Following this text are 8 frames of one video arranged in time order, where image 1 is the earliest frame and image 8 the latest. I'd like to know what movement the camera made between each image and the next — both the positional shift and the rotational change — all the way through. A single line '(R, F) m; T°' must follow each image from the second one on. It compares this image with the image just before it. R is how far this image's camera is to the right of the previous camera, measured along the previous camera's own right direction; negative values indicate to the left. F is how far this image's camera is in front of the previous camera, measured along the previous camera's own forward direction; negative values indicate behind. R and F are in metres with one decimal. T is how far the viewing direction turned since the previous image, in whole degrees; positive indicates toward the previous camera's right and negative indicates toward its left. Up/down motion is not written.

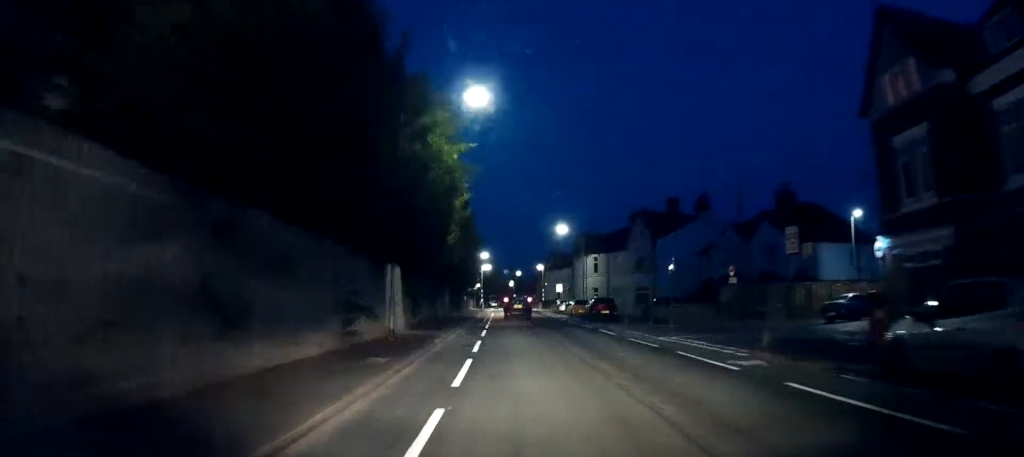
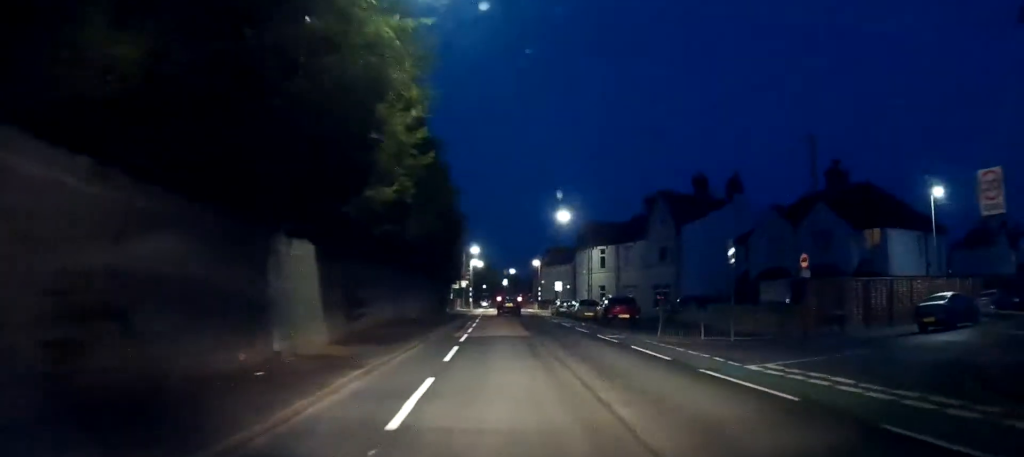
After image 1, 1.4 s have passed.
(-1.1, +9.7) m; -4°
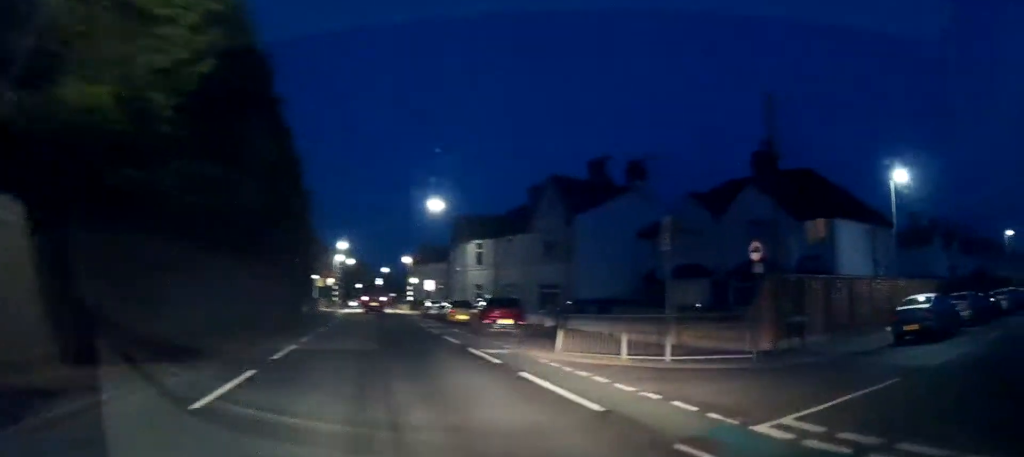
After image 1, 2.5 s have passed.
(+0.7, +6.5) m; +17°
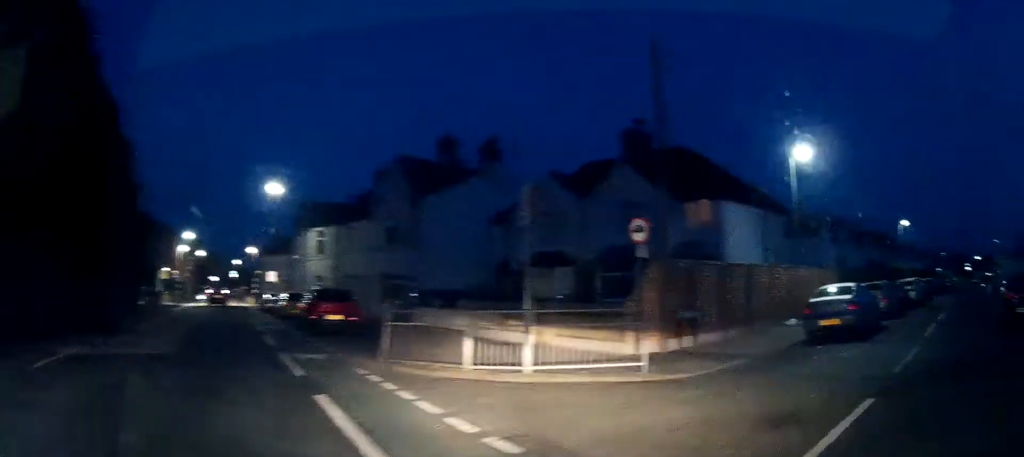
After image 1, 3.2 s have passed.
(+0.4, +3.5) m; +14°
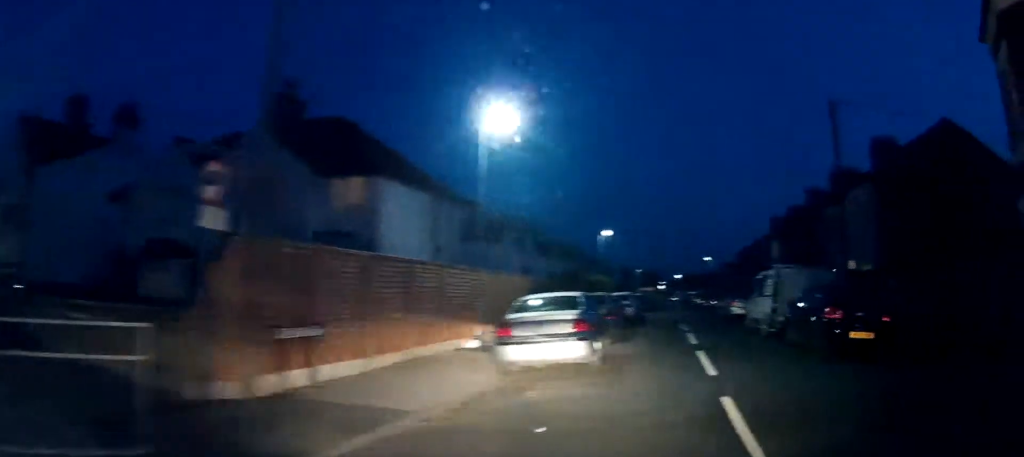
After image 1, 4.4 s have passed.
(+1.4, +5.7) m; +27°
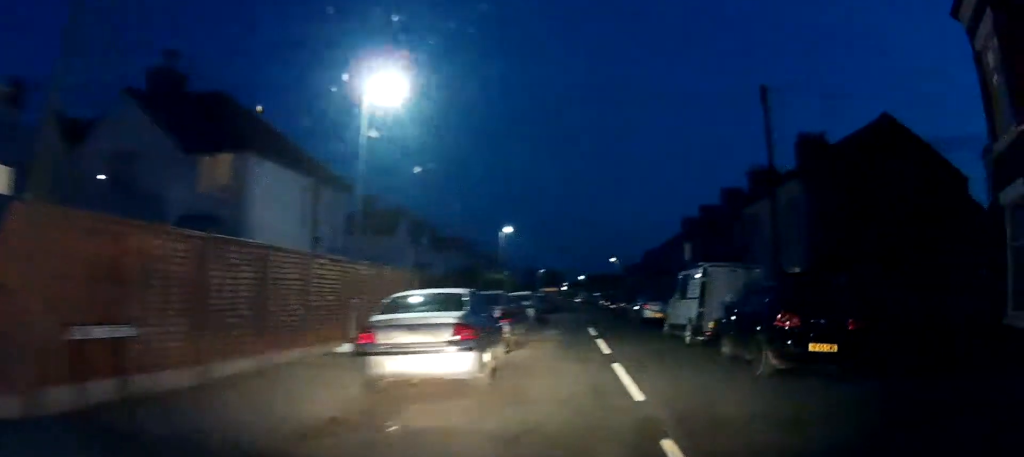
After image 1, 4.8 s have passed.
(+0.1, +2.2) m; +9°
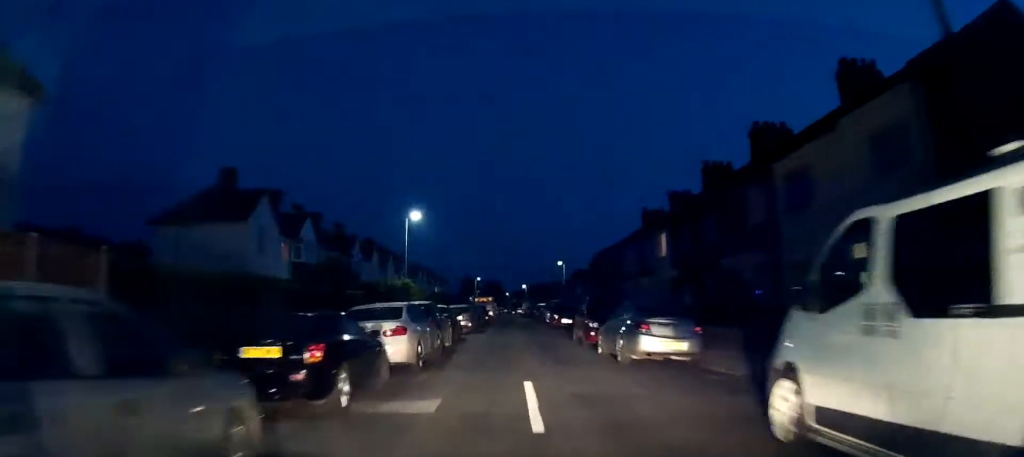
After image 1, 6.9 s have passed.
(+2.6, +11.8) m; +16°
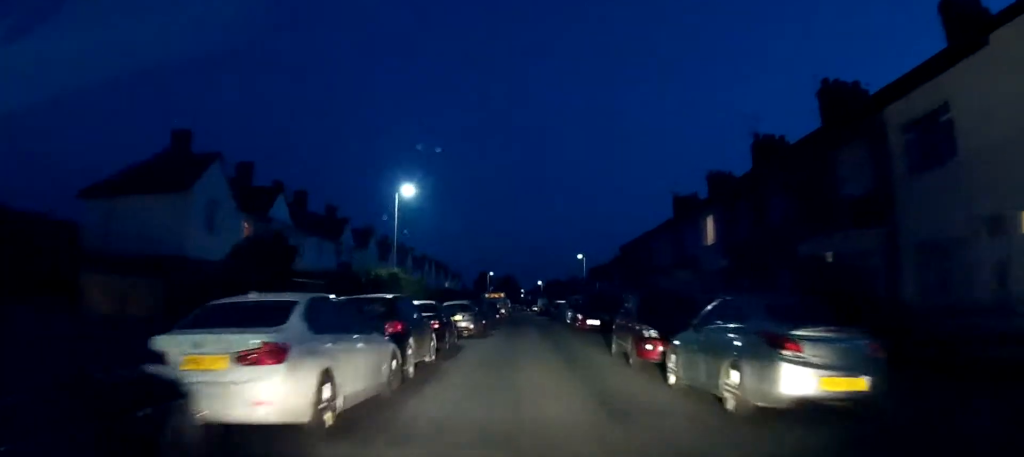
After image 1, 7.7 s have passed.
(-0.1, +6.3) m; -3°
